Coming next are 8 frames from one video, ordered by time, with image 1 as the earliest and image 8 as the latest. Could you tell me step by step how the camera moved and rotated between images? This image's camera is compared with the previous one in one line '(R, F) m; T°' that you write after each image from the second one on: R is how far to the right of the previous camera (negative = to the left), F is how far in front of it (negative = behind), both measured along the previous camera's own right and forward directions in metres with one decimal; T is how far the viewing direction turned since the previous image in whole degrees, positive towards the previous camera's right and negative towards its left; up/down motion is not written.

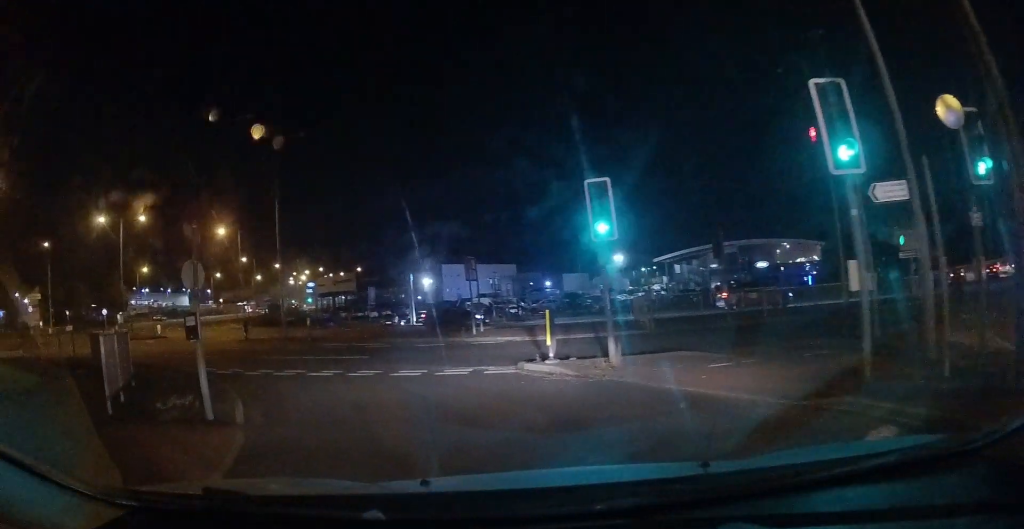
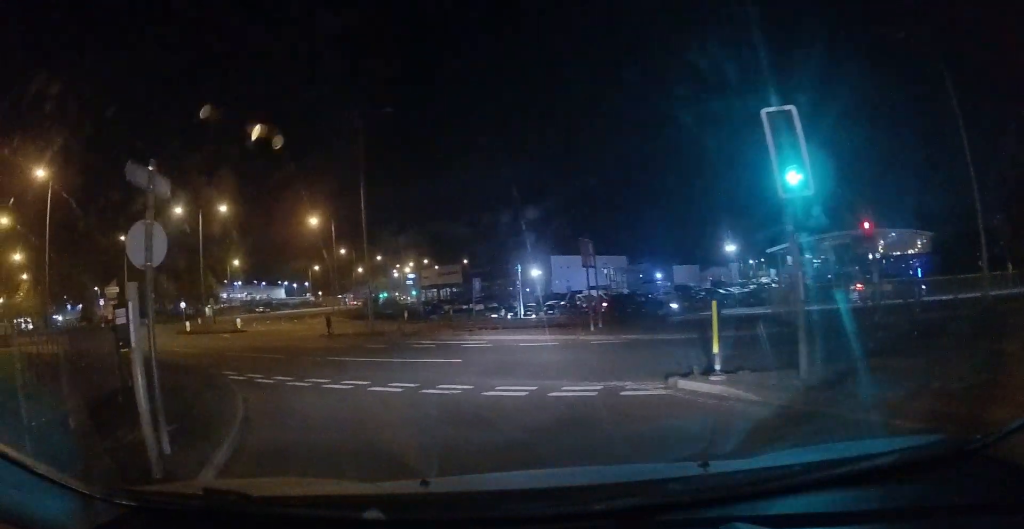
(-0.3, +3.0) m; -12°
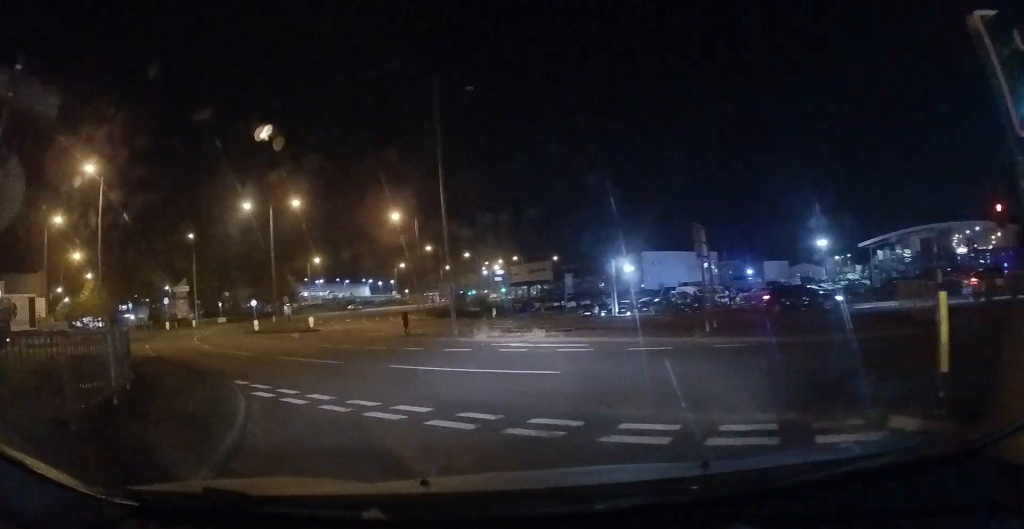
(-0.2, +2.3) m; -9°
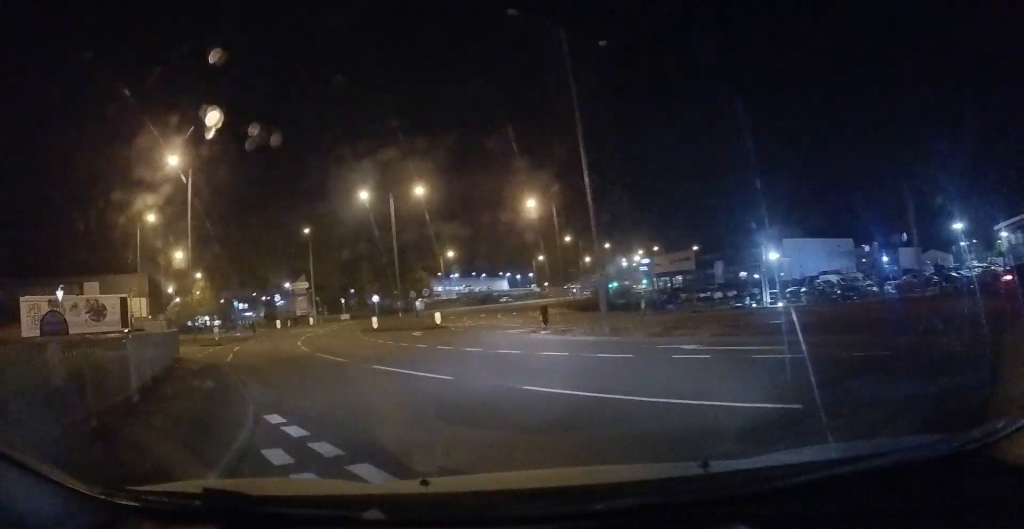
(-0.4, +3.3) m; -14°
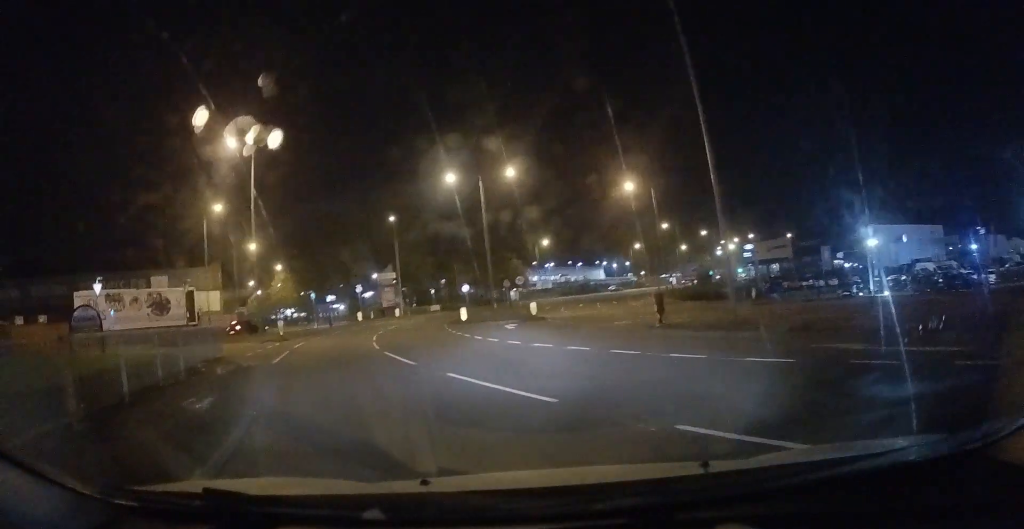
(0.0, +2.6) m; -12°
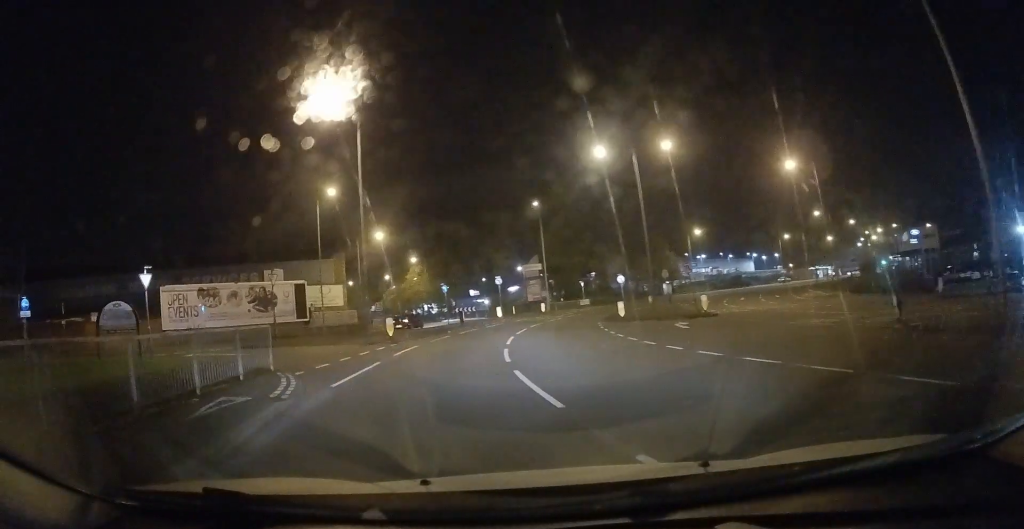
(-0.9, +5.2) m; -14°
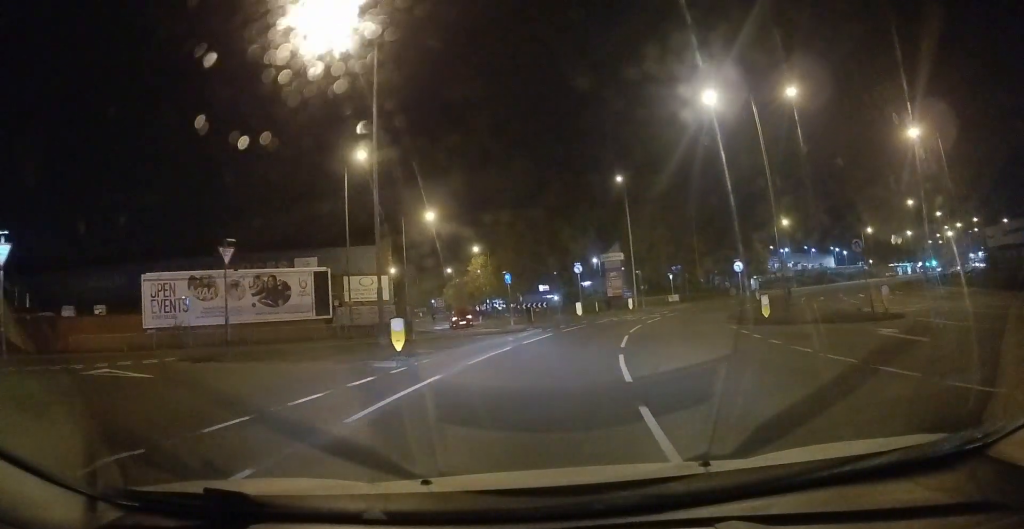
(-1.3, +9.5) m; -11°
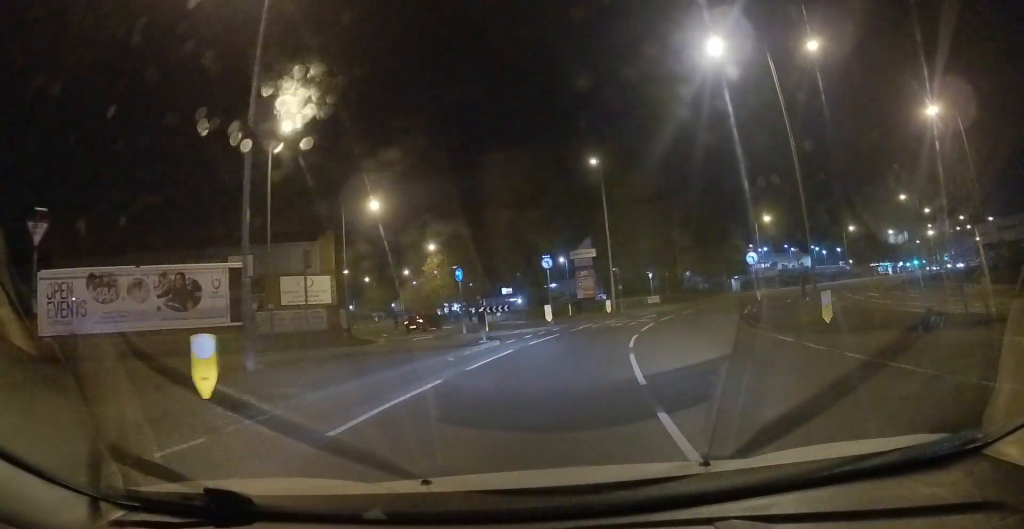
(-0.4, +6.0) m; +1°
